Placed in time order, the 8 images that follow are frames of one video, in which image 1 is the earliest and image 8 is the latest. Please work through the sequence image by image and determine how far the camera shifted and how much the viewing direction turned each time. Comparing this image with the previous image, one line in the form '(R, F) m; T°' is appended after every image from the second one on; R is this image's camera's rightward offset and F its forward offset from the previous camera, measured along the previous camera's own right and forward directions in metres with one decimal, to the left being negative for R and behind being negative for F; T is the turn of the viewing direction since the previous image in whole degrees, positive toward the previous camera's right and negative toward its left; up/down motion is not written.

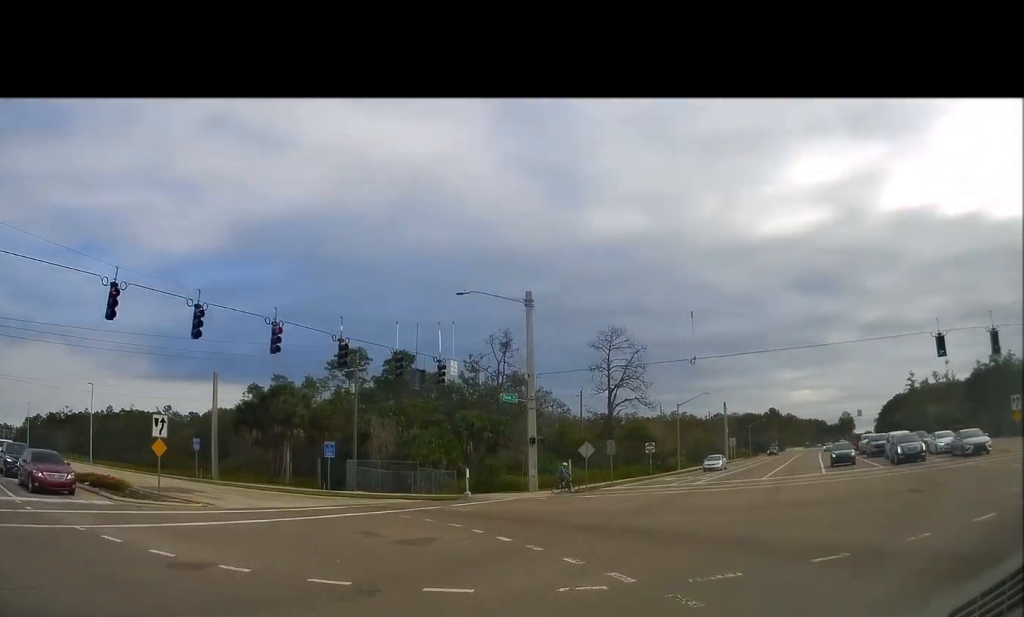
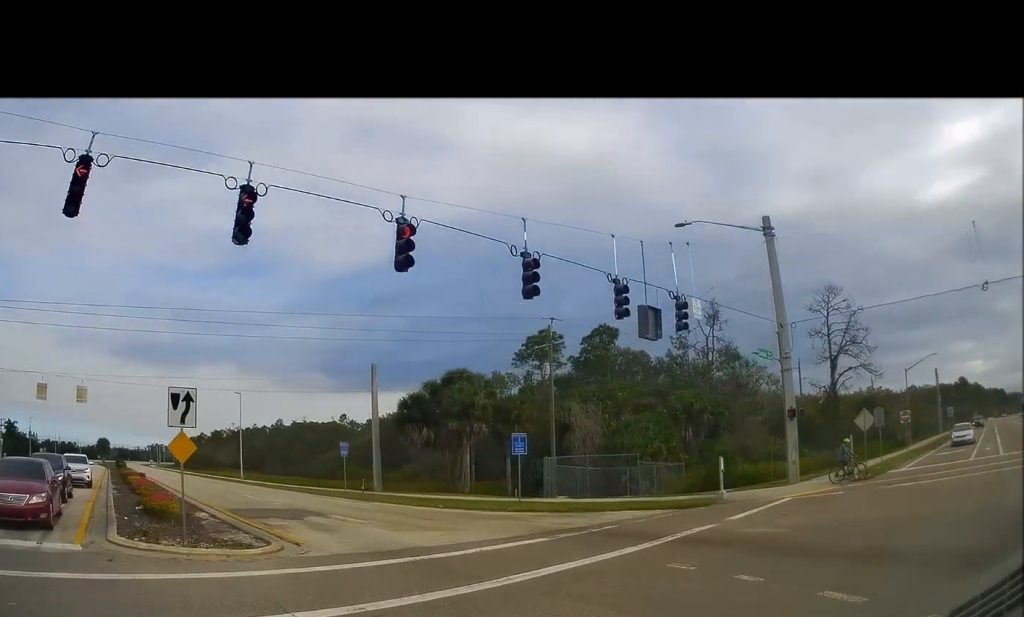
(-1.7, +10.1) m; -17°
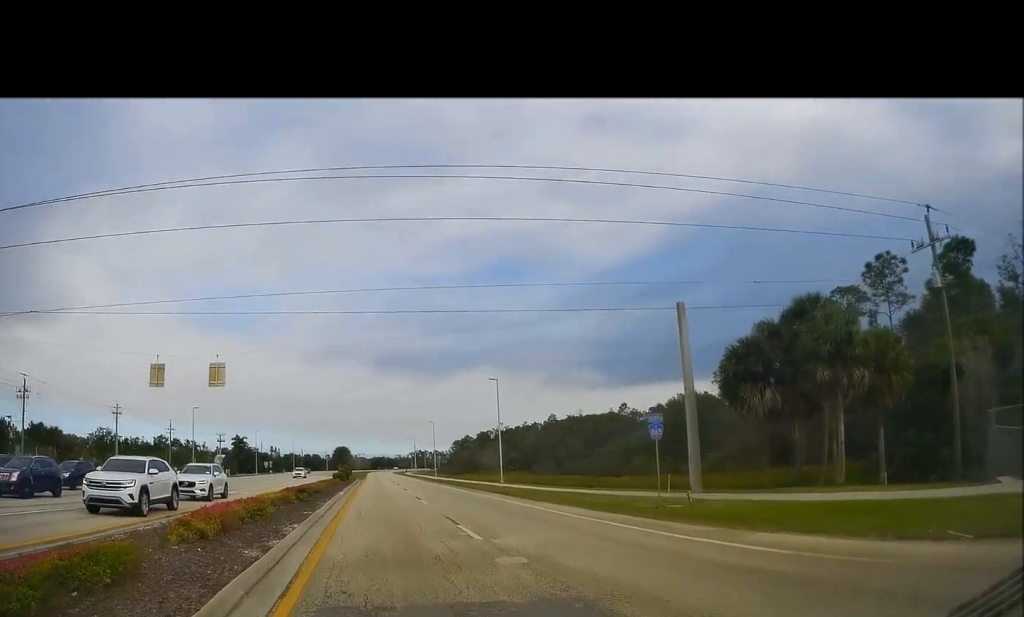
(-3.2, +15.6) m; -28°
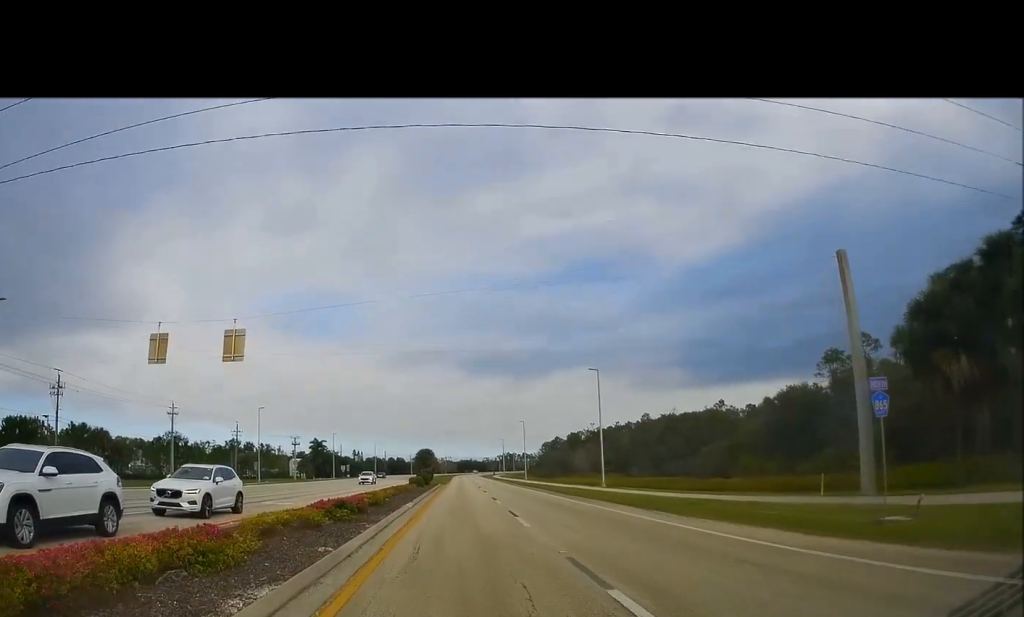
(-1.1, +7.8) m; -10°
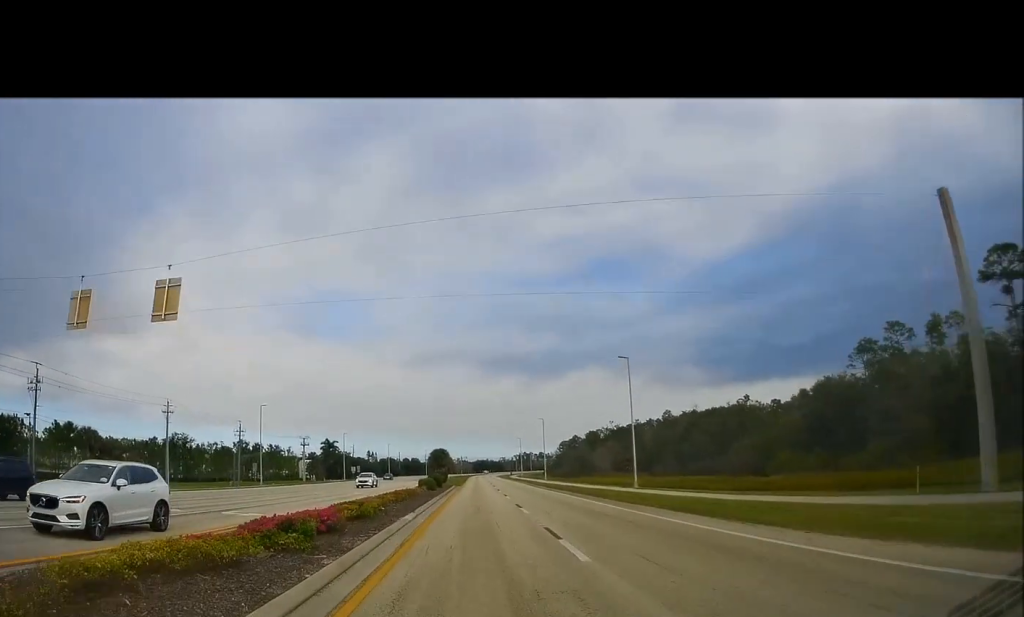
(-0.3, +5.9) m; -5°
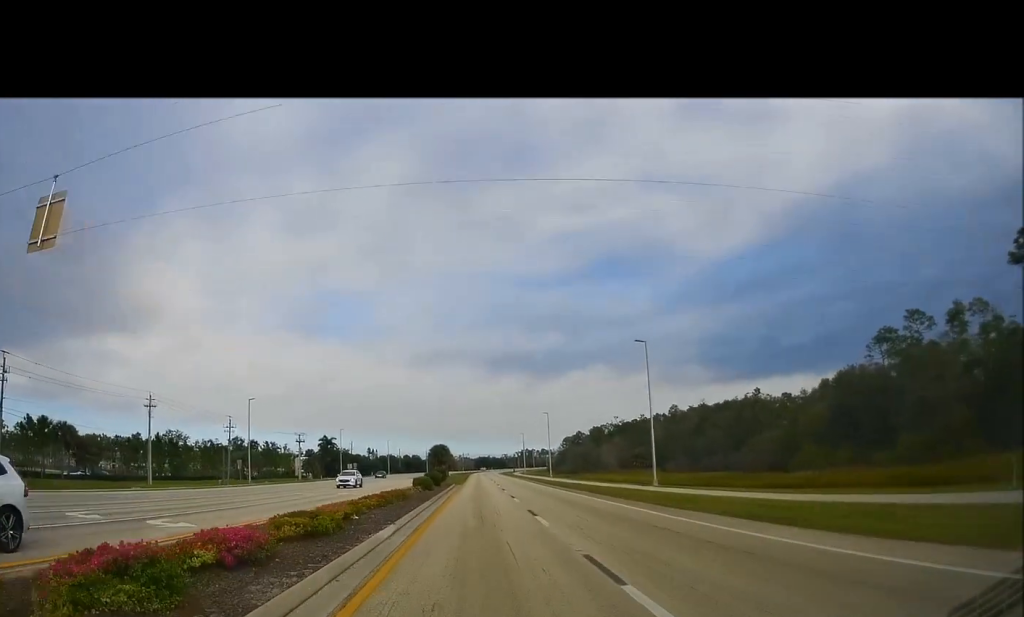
(-0.2, +5.2) m; -2°
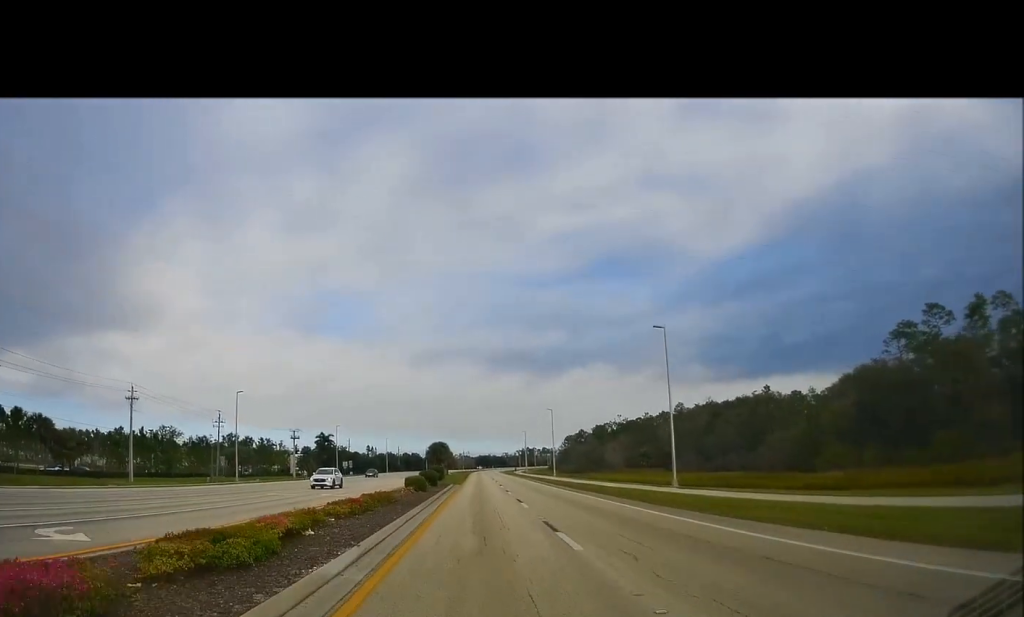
(-0.1, +4.6) m; -1°
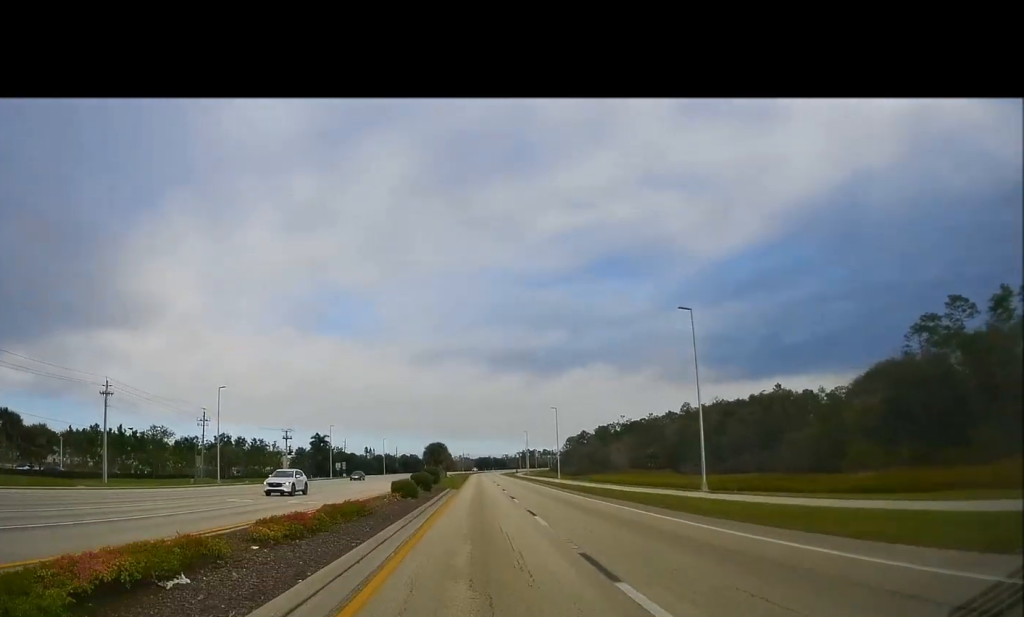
(-0.1, +5.9) m; -1°
